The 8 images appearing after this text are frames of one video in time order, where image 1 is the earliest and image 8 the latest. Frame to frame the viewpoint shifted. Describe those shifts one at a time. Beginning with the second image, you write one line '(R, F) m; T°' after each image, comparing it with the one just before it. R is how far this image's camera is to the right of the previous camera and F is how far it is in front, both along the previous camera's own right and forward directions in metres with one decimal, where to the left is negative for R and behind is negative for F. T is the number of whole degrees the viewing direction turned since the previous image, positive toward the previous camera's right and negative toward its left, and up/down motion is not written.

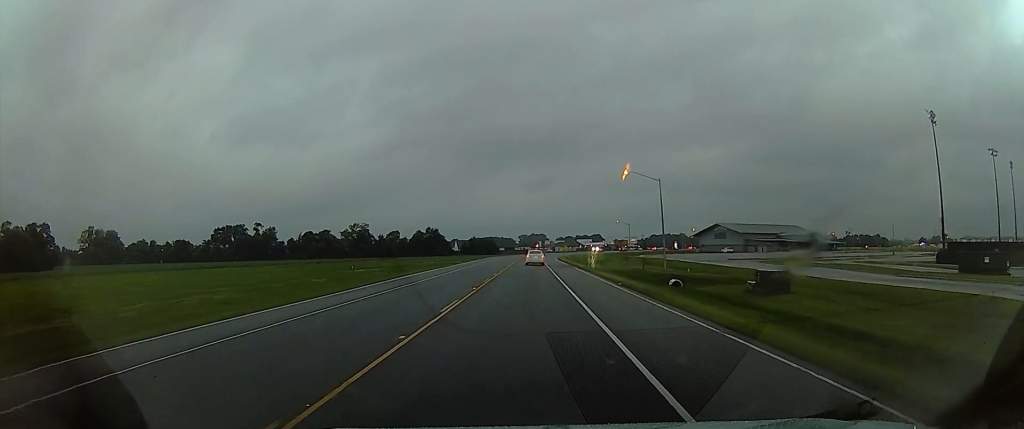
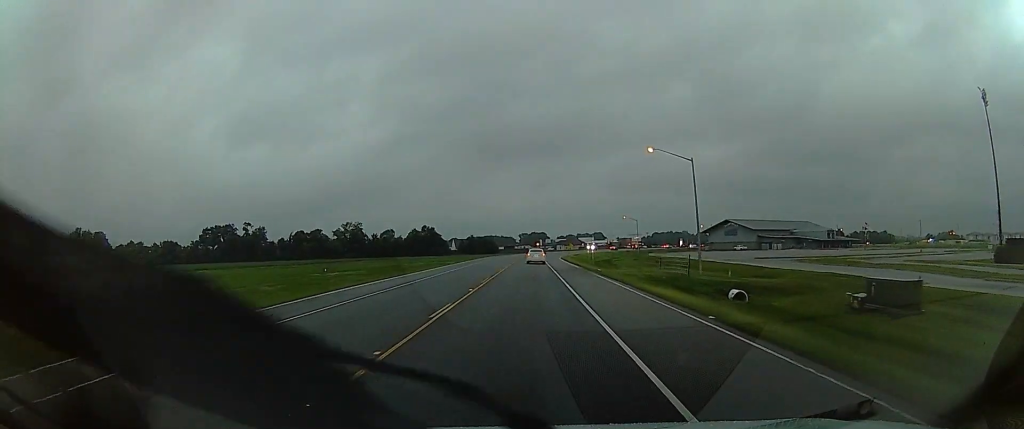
(-0.4, +14.3) m; +3°
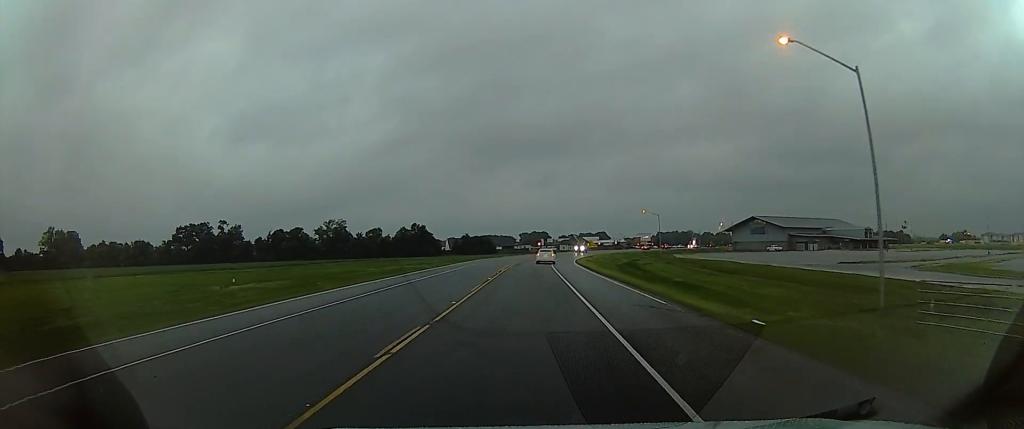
(+1.2, +29.5) m; 0°
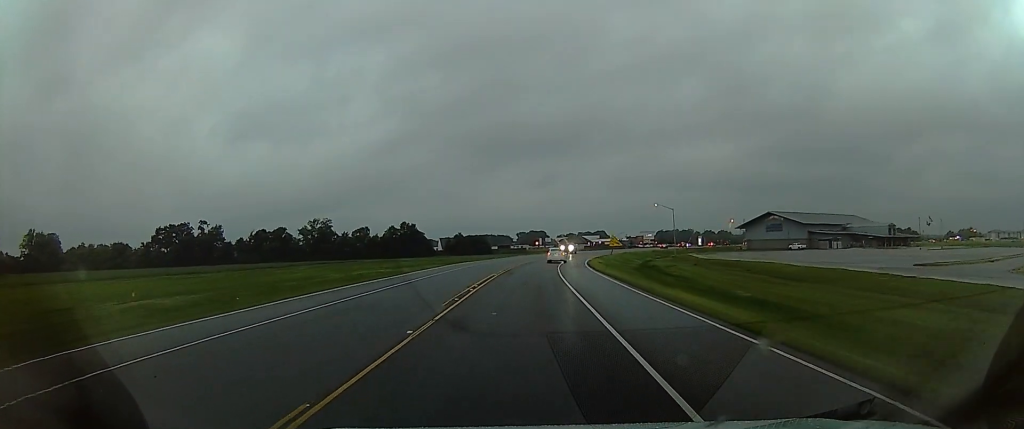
(-0.4, +17.5) m; -1°
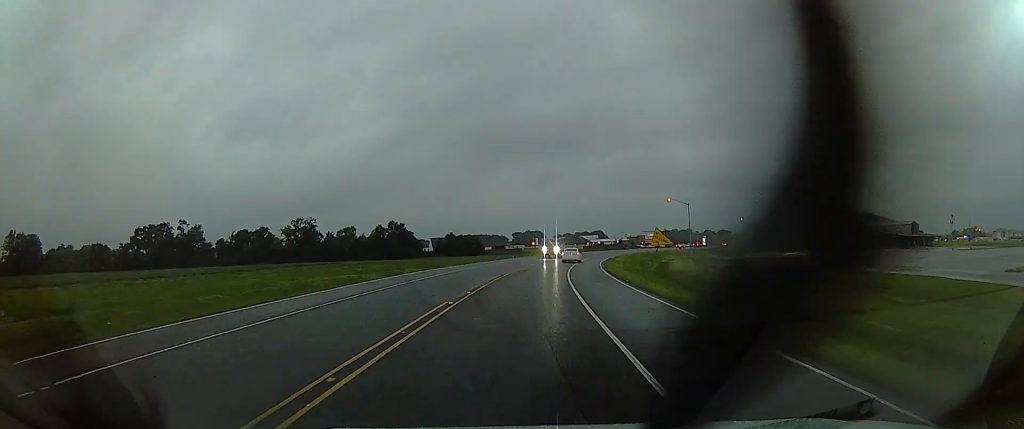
(+0.1, +15.9) m; 0°
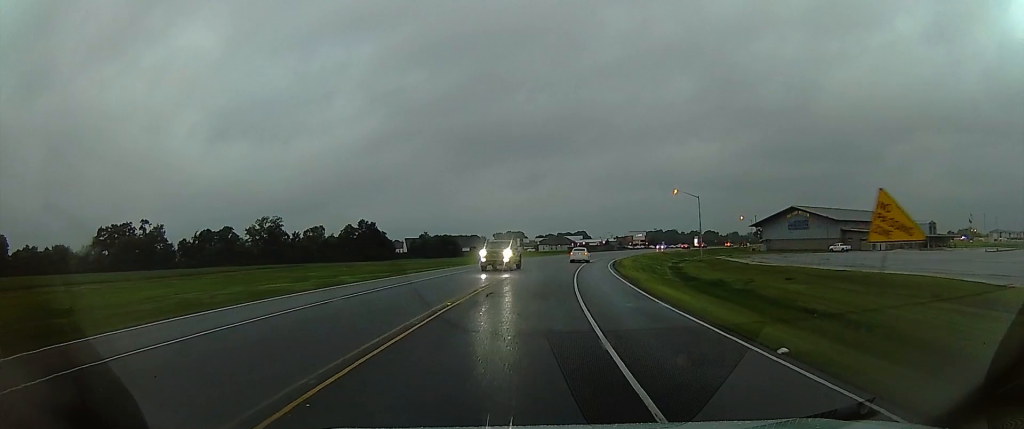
(-0.3, +18.2) m; -1°
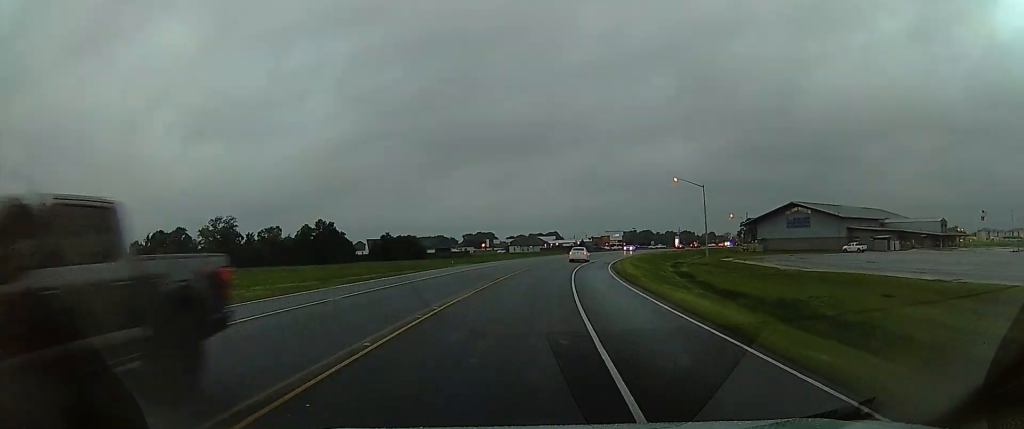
(0.0, +17.4) m; +2°
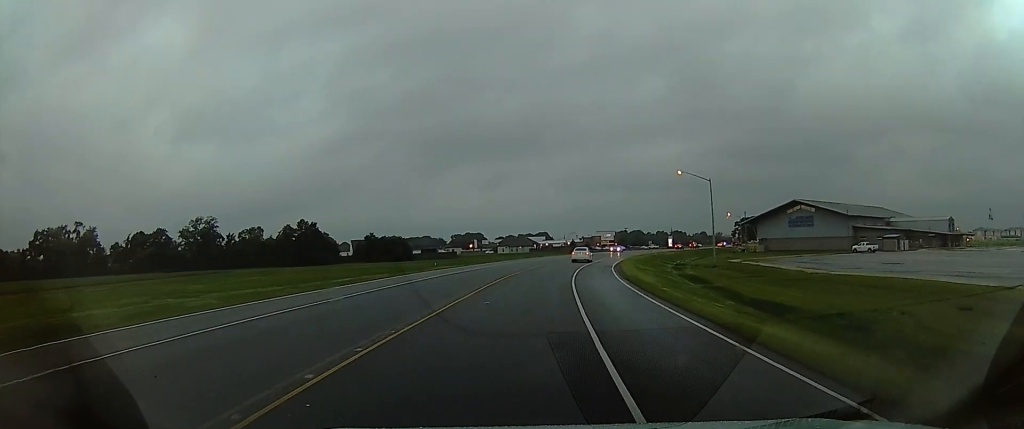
(+0.1, +7.4) m; +2°
